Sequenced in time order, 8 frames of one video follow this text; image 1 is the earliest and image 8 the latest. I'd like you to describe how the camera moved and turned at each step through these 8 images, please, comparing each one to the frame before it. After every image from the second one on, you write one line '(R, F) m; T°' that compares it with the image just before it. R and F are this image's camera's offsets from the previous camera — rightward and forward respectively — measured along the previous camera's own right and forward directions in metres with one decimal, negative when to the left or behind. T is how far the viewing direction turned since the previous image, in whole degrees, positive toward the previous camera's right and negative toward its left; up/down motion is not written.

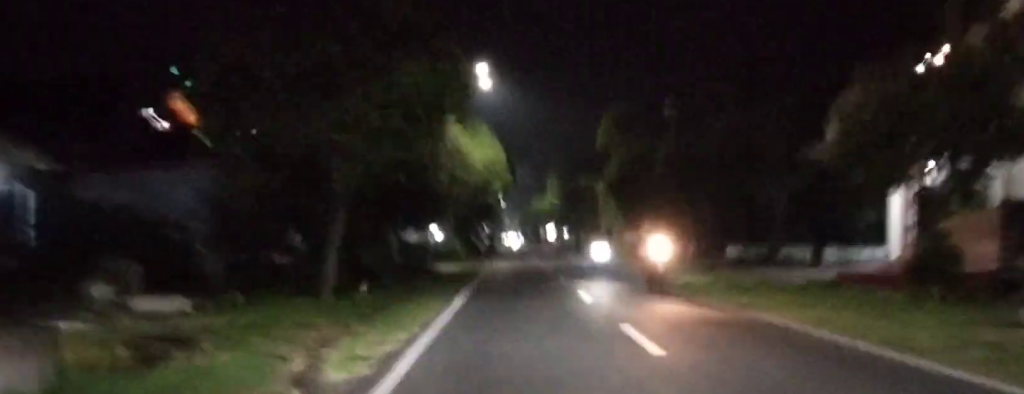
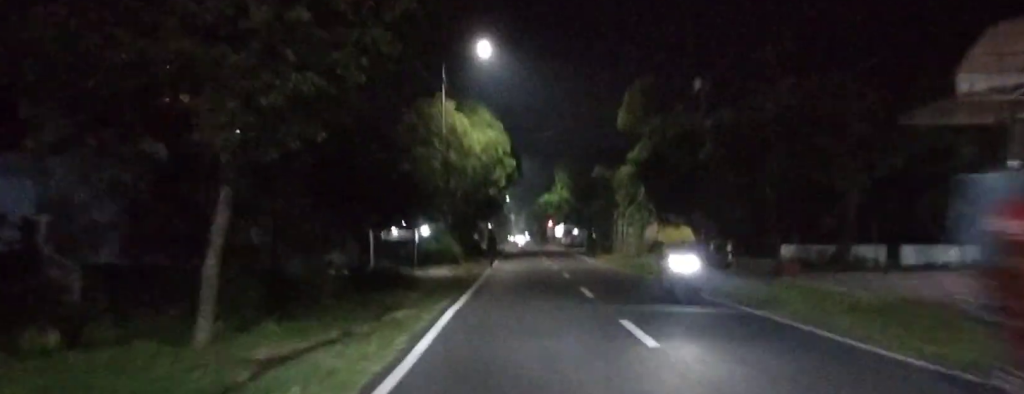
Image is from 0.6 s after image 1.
(-0.1, +7.3) m; +1°
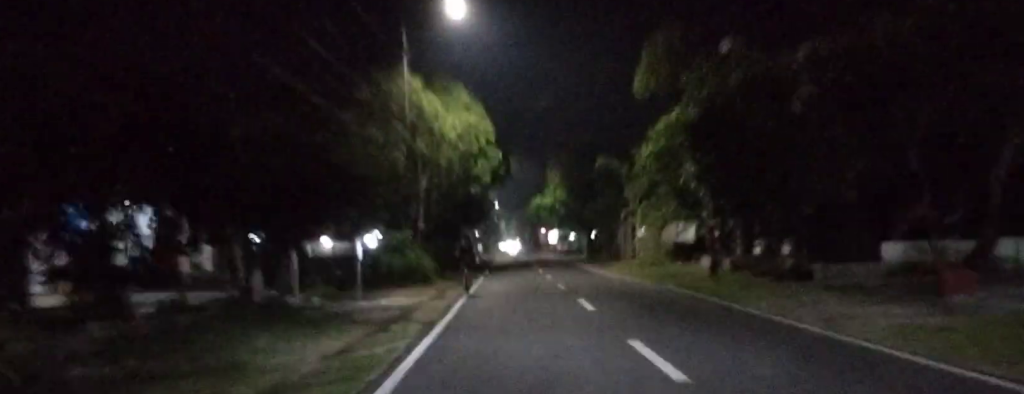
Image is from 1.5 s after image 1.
(+0.3, +10.1) m; +1°
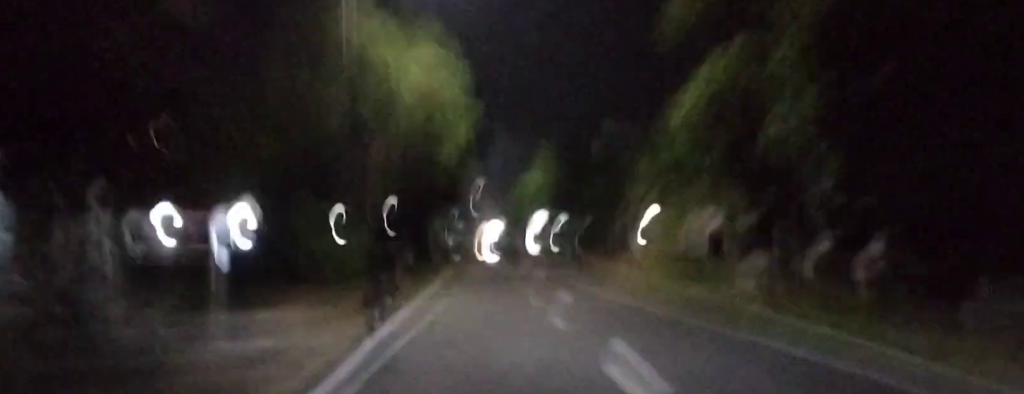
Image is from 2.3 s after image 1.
(-0.1, +8.7) m; -1°
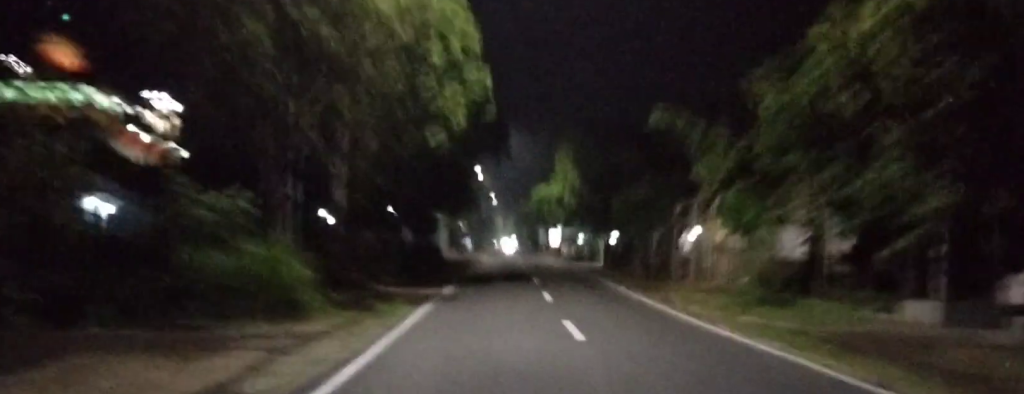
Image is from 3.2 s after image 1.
(0.0, +10.3) m; 0°
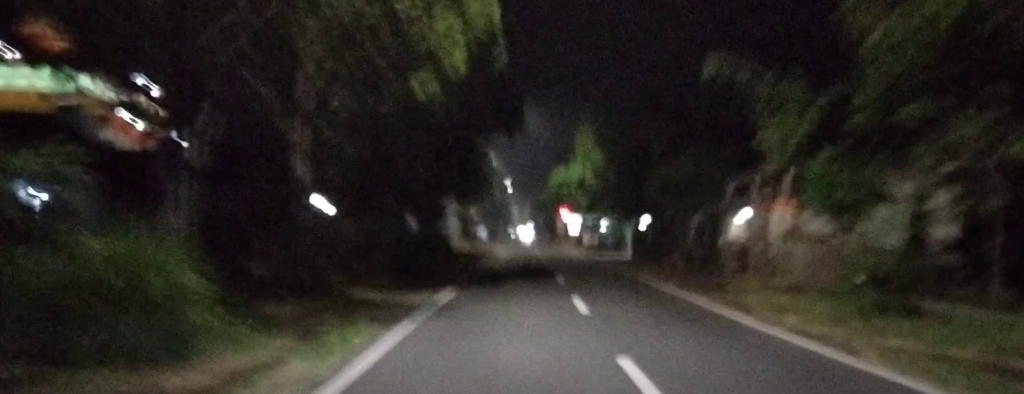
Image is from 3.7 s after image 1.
(0.0, +6.0) m; 0°
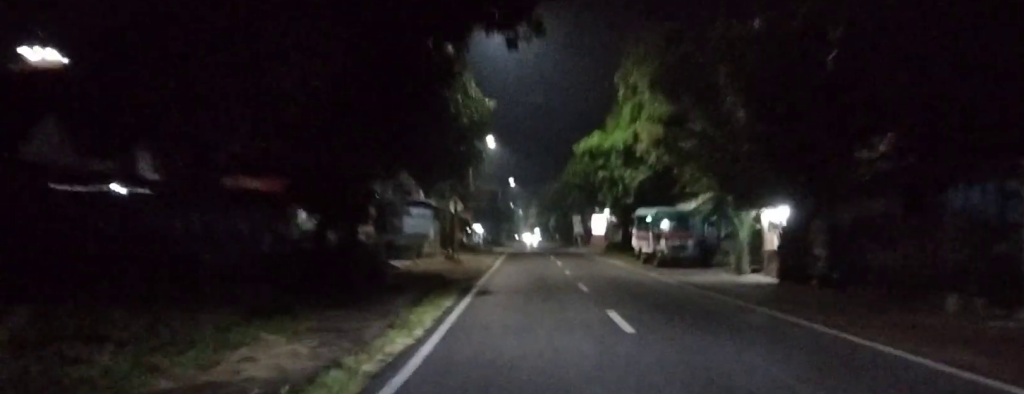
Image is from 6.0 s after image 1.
(-0.7, +26.3) m; -2°
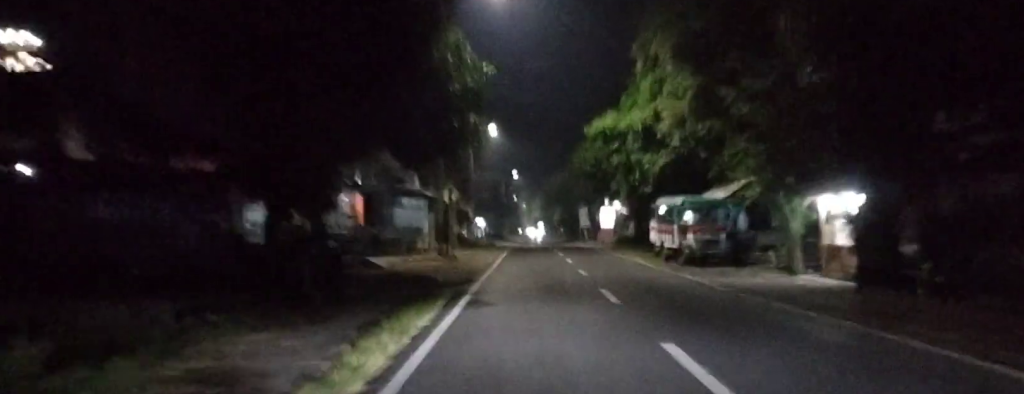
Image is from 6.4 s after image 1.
(0.0, +5.0) m; 0°
